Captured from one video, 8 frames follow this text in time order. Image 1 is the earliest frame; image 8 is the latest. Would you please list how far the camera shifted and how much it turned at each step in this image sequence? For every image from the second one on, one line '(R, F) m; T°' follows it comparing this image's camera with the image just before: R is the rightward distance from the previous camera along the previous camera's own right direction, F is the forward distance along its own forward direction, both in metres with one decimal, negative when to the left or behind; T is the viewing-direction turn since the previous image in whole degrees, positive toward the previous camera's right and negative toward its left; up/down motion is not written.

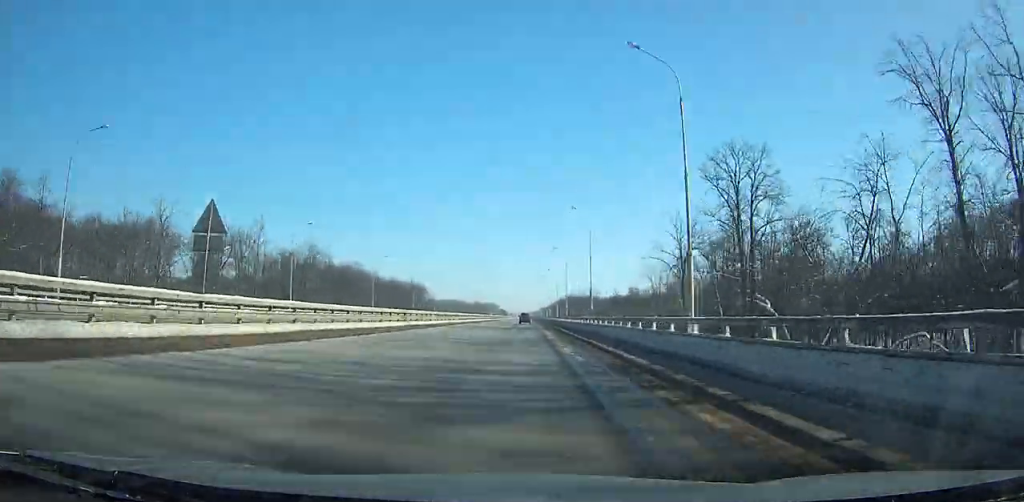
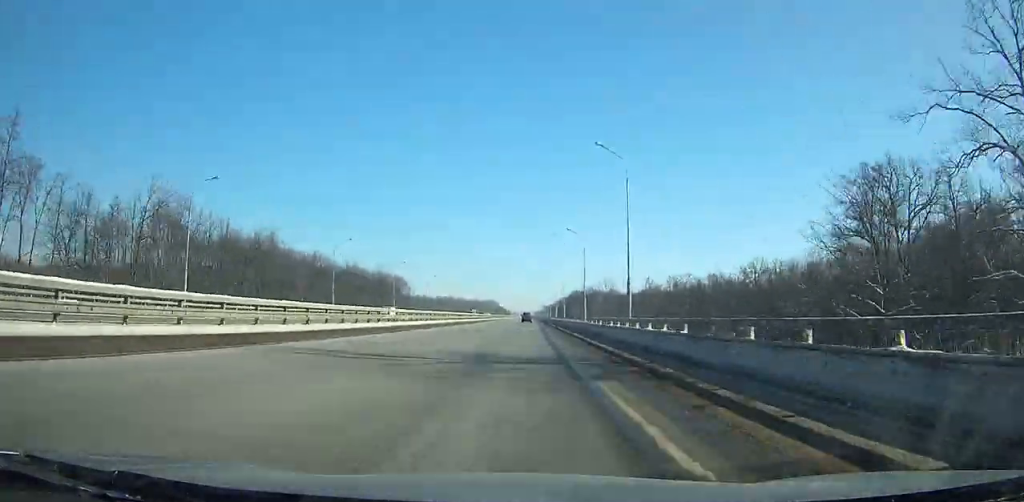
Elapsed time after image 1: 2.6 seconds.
(-0.6, +67.3) m; -1°
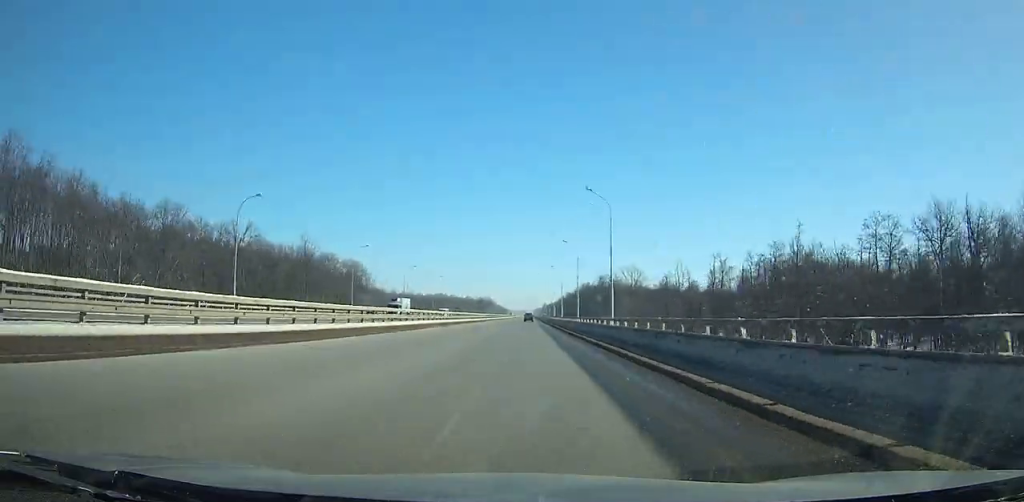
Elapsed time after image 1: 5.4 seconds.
(-0.2, +72.0) m; 0°
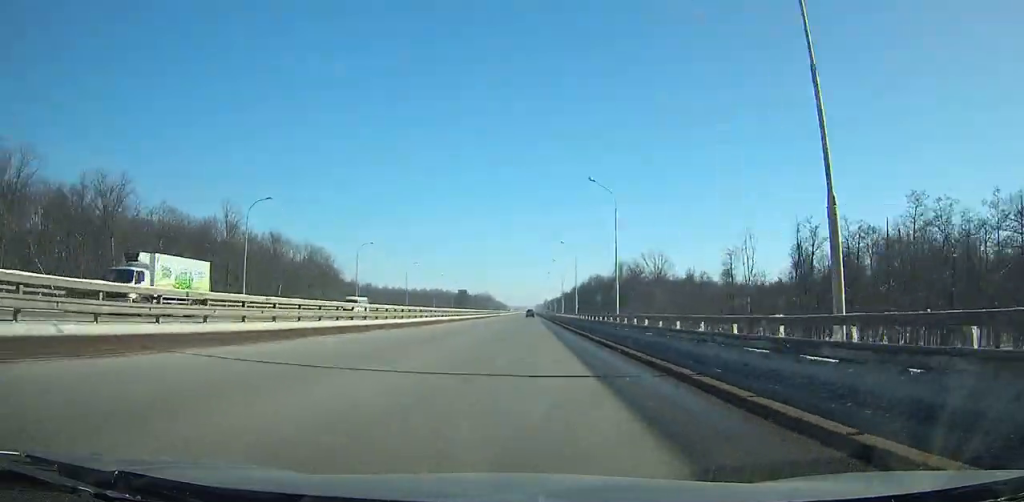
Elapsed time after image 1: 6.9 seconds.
(0.0, +38.5) m; 0°
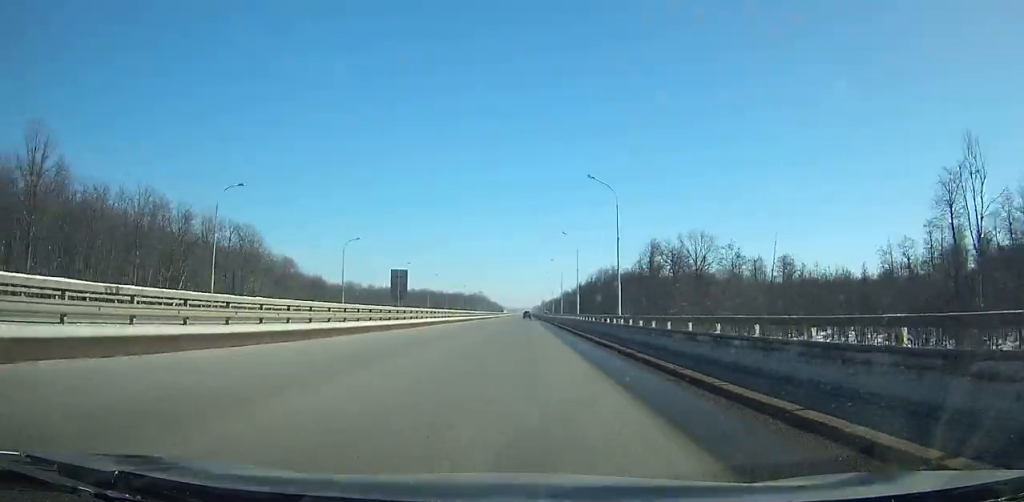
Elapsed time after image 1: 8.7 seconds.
(-0.1, +46.5) m; 0°
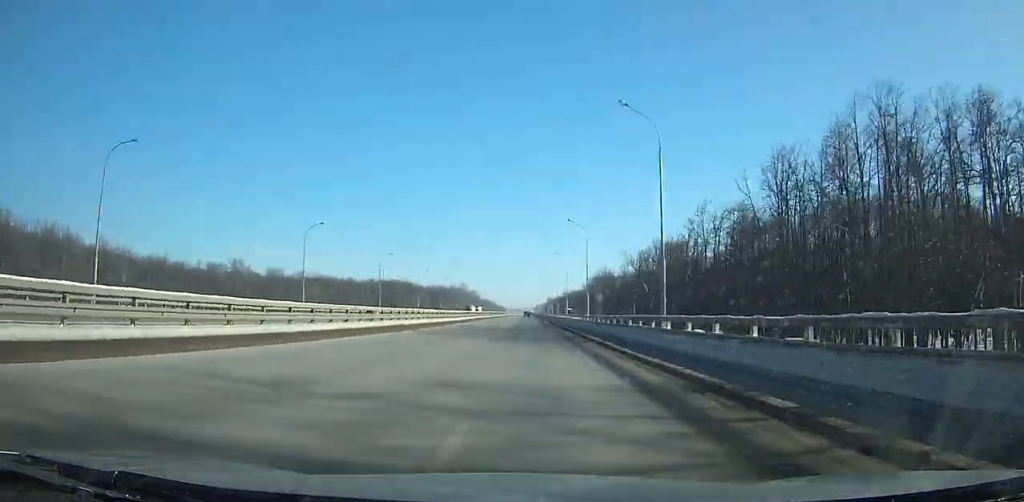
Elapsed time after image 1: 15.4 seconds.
(+0.9, +176.1) m; 0°
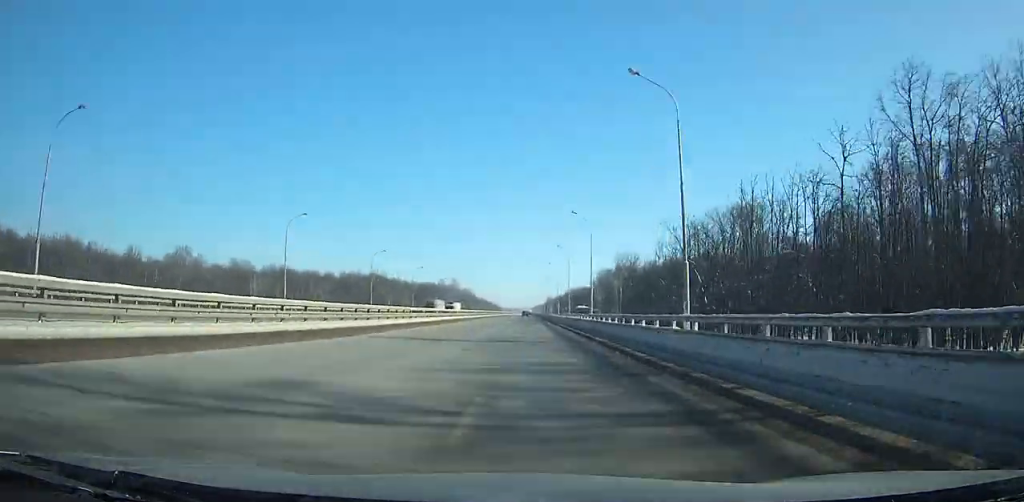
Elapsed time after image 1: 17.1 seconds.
(-0.1, +45.4) m; 0°
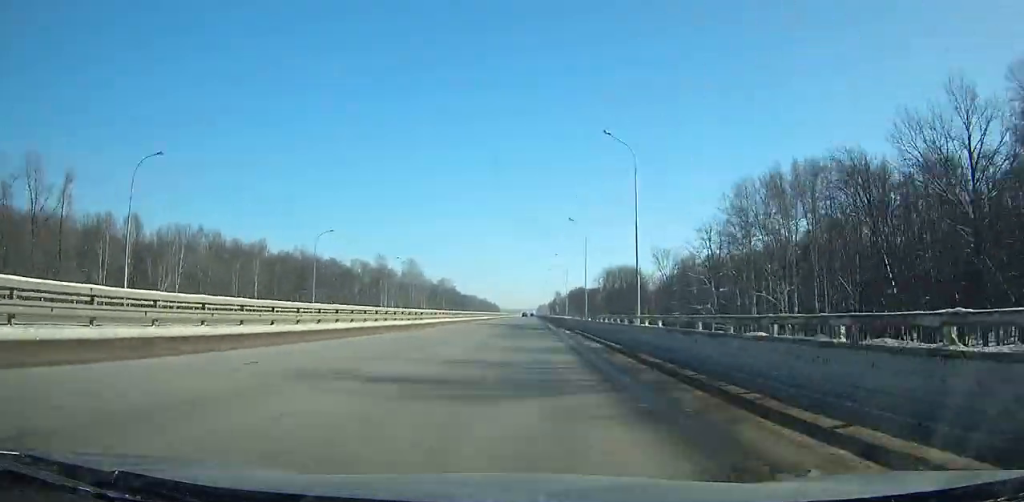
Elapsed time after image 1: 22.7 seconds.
(-0.1, +150.3) m; 0°
